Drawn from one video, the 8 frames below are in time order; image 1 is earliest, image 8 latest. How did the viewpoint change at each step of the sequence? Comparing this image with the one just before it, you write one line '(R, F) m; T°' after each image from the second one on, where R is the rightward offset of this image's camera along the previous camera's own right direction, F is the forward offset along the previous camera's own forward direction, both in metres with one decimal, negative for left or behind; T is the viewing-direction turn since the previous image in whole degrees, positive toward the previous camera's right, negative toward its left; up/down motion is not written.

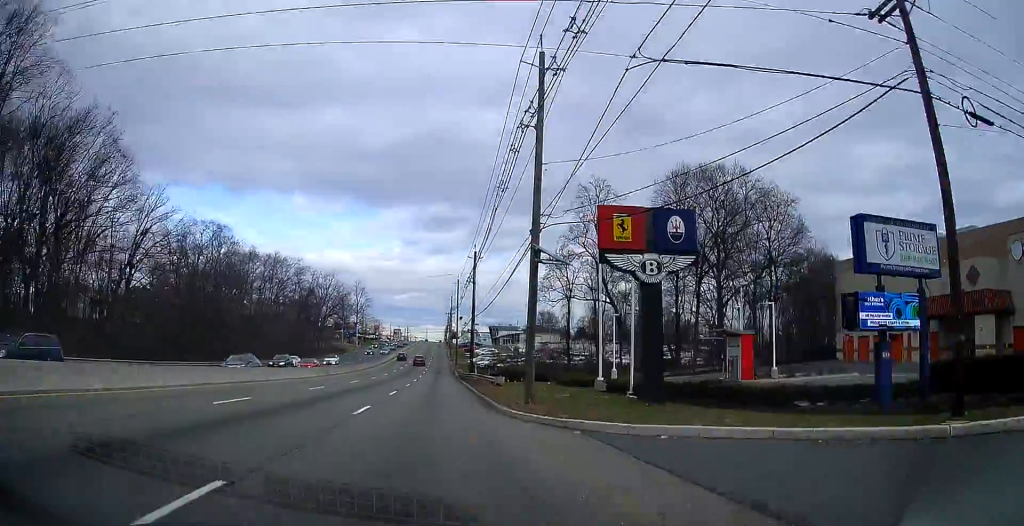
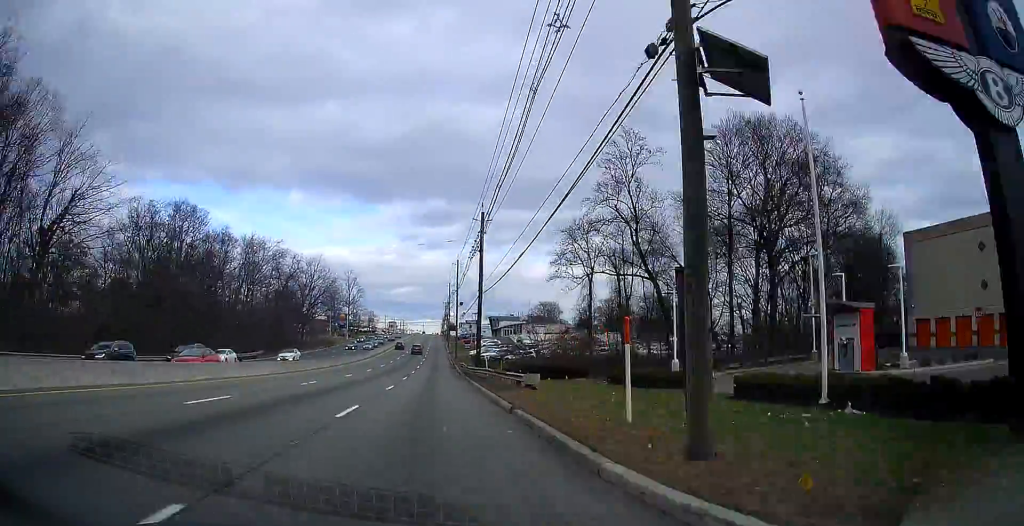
(+0.2, +14.0) m; 0°
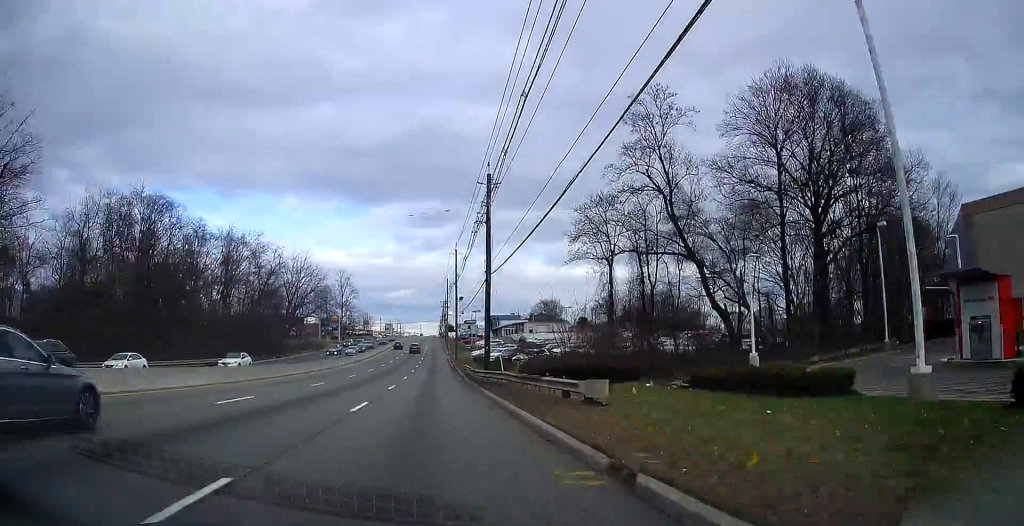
(0.0, +10.1) m; 0°
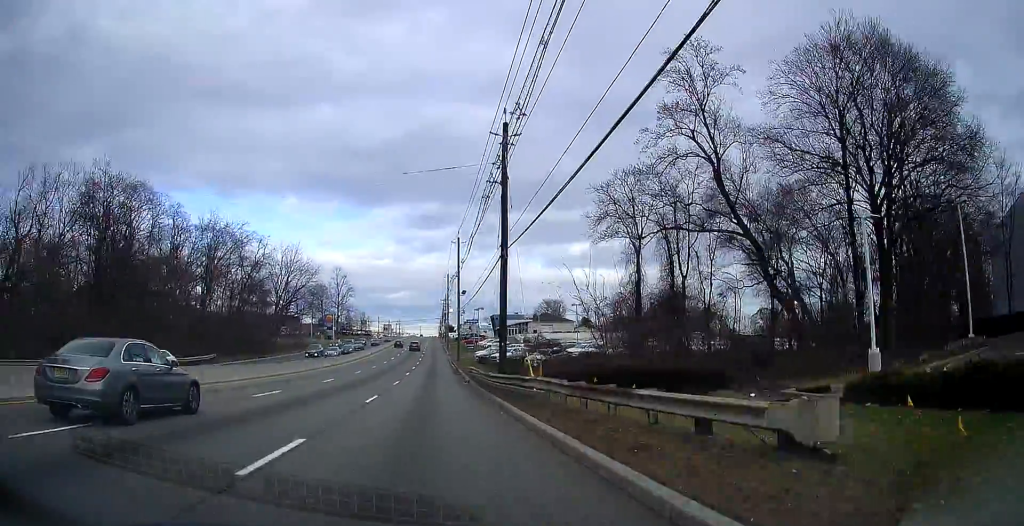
(-0.1, +8.8) m; 0°
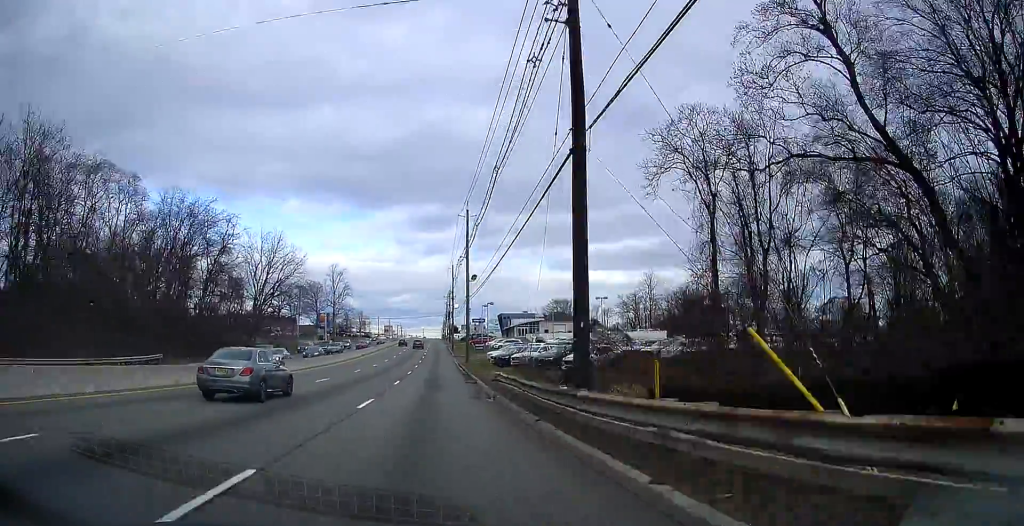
(0.0, +14.9) m; 0°
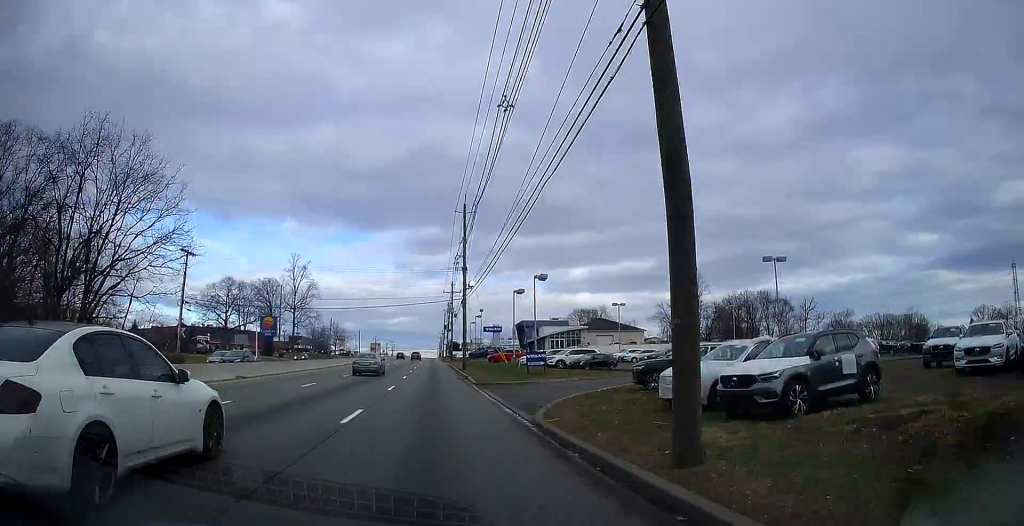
(-0.4, +51.7) m; 0°
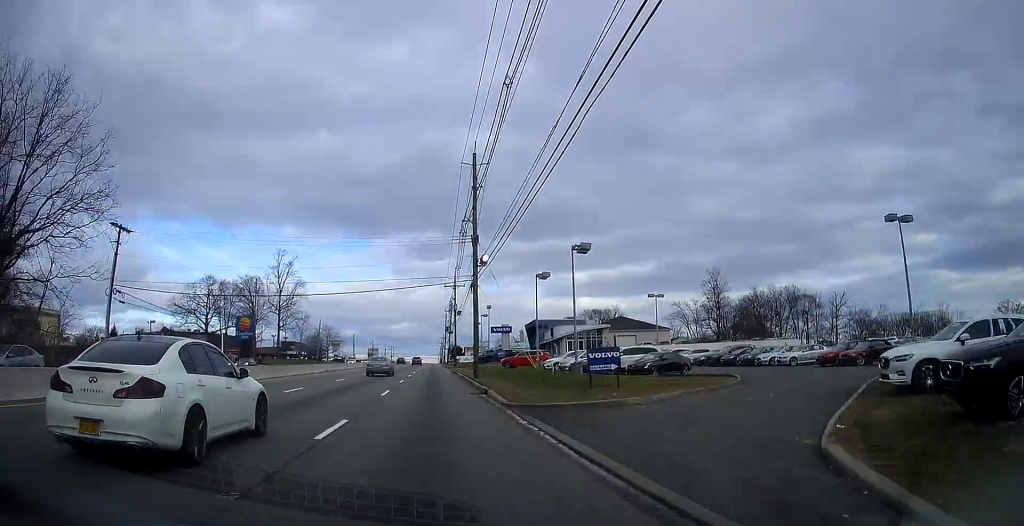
(+0.2, +14.7) m; +1°
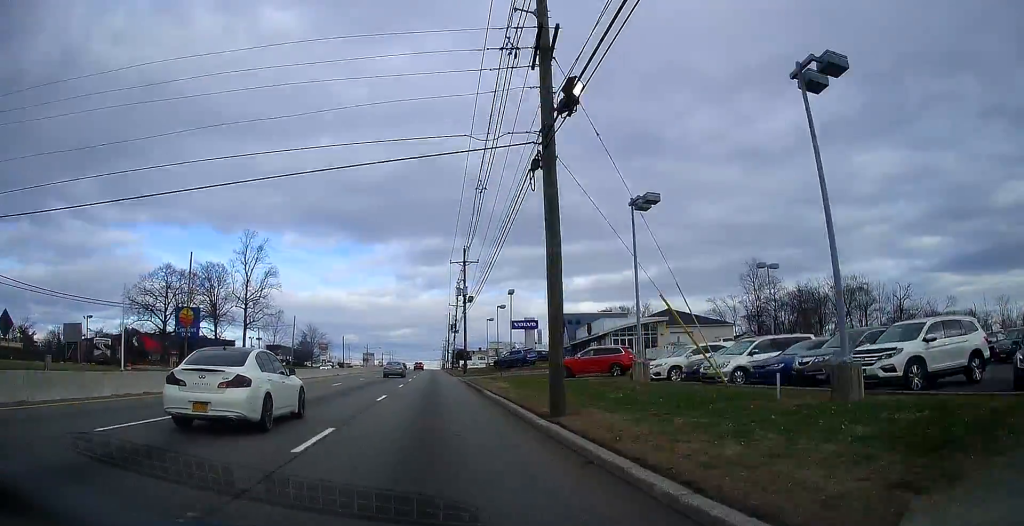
(+0.1, +25.4) m; 0°
